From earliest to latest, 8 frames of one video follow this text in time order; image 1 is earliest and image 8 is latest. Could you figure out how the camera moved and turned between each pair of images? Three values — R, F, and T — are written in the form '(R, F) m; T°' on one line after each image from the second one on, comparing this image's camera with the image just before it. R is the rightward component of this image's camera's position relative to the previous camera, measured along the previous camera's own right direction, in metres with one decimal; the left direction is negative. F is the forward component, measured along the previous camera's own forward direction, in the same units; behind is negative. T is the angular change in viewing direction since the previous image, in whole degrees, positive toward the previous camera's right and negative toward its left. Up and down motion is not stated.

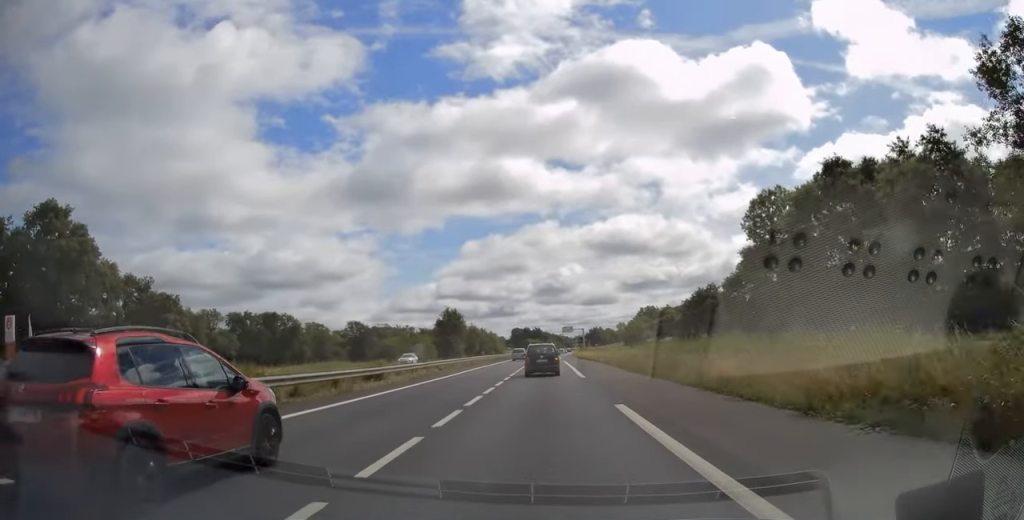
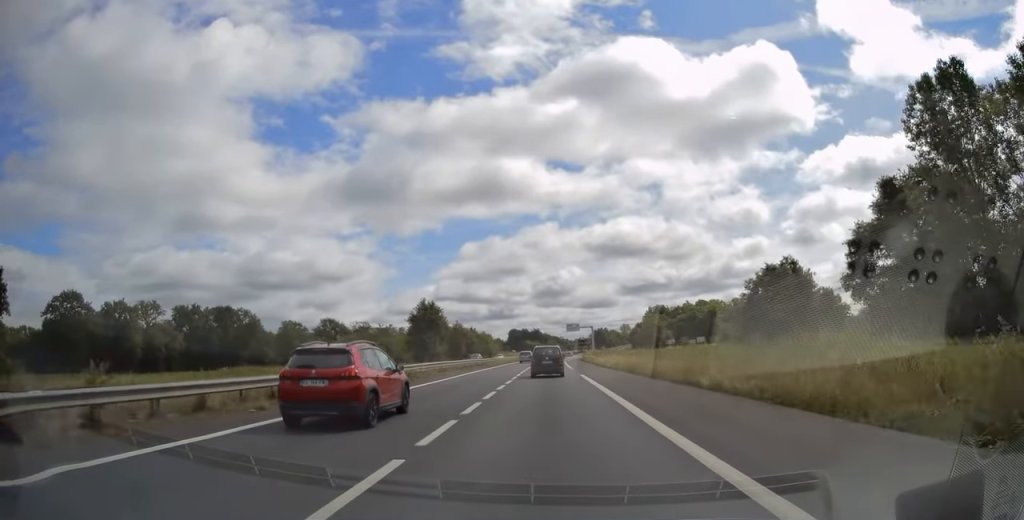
(+0.3, +31.9) m; 0°
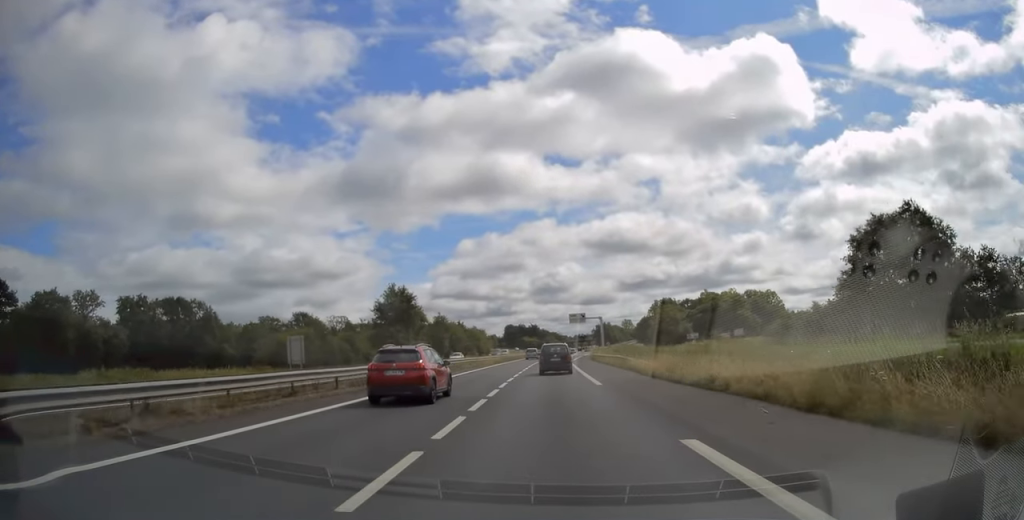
(-0.2, +25.0) m; 0°
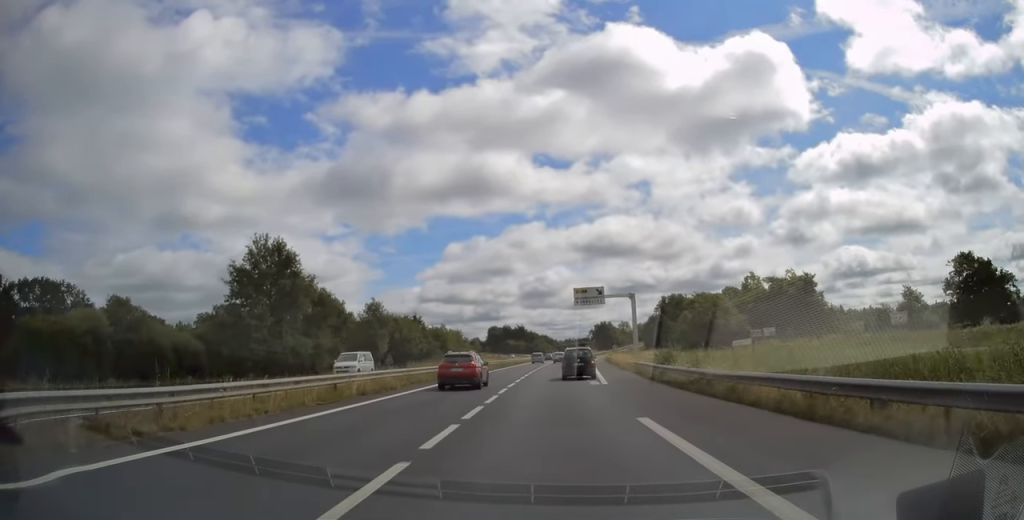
(+0.5, +47.3) m; +1°
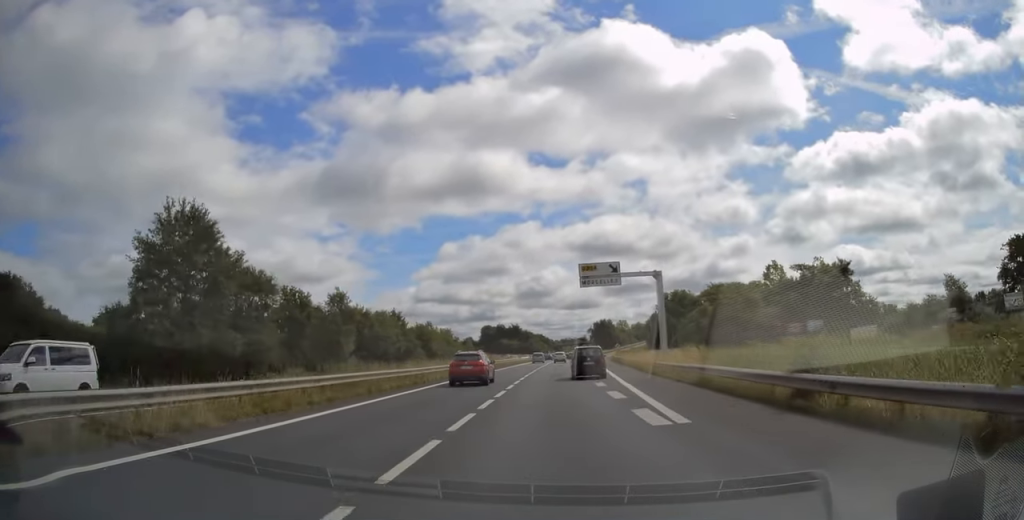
(0.0, +14.8) m; 0°
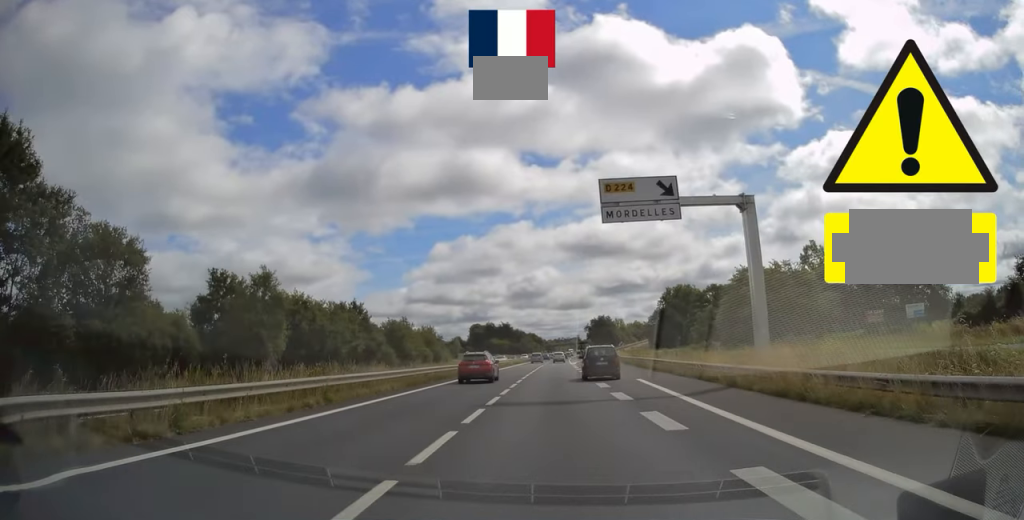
(0.0, +20.1) m; +1°
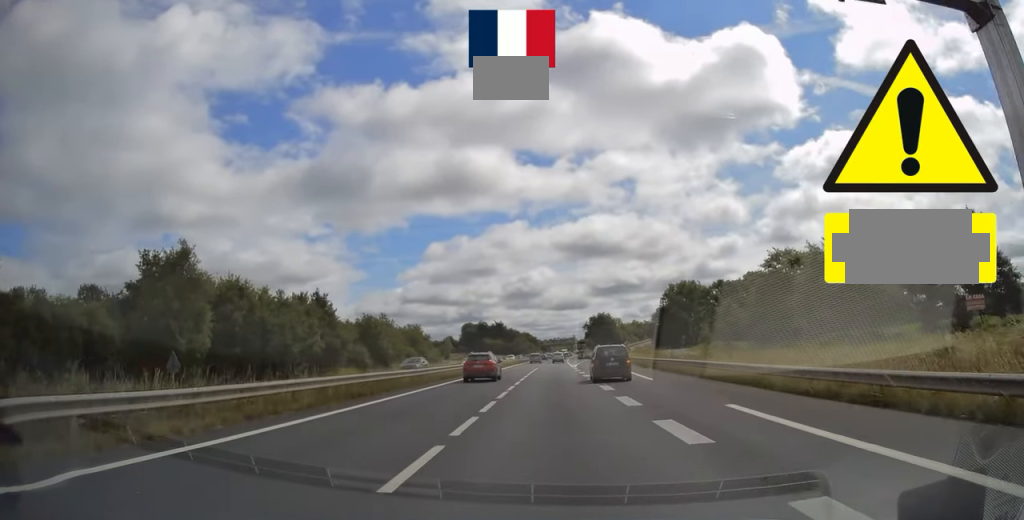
(0.0, +14.3) m; +1°
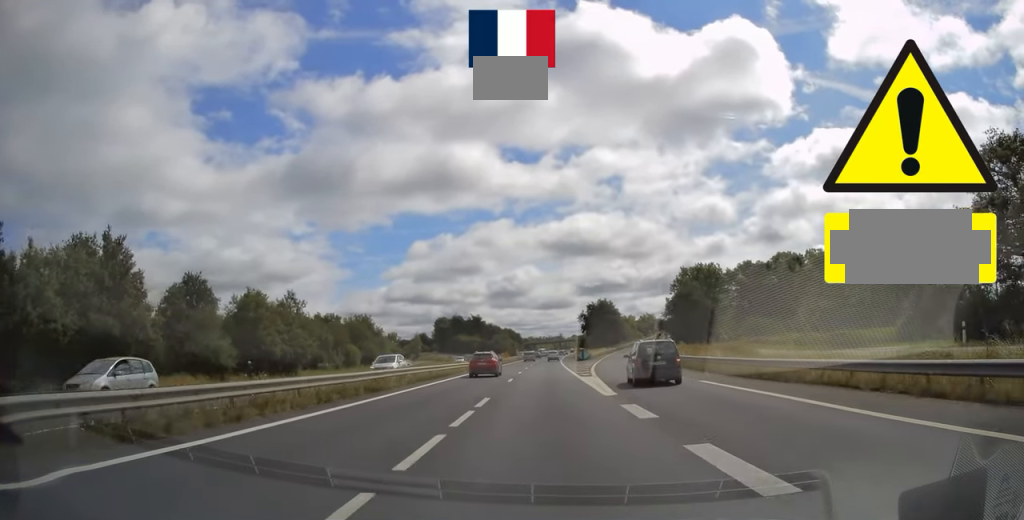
(+0.3, +41.4) m; 0°
